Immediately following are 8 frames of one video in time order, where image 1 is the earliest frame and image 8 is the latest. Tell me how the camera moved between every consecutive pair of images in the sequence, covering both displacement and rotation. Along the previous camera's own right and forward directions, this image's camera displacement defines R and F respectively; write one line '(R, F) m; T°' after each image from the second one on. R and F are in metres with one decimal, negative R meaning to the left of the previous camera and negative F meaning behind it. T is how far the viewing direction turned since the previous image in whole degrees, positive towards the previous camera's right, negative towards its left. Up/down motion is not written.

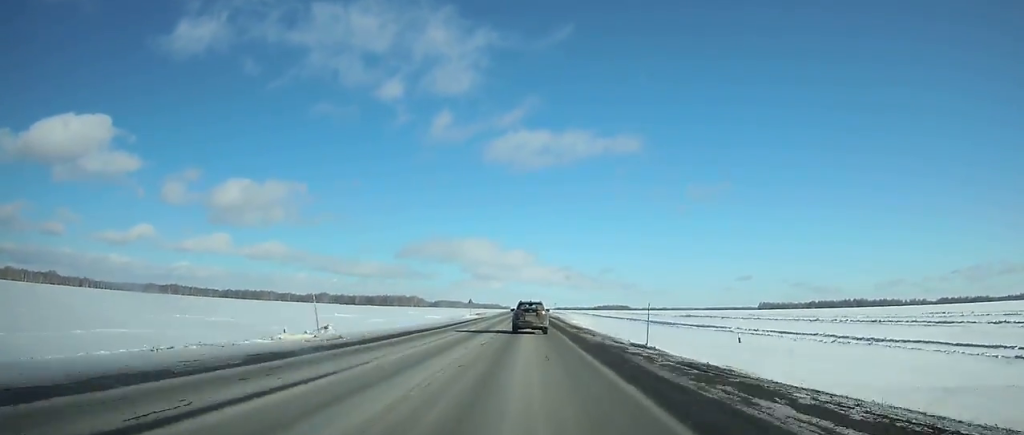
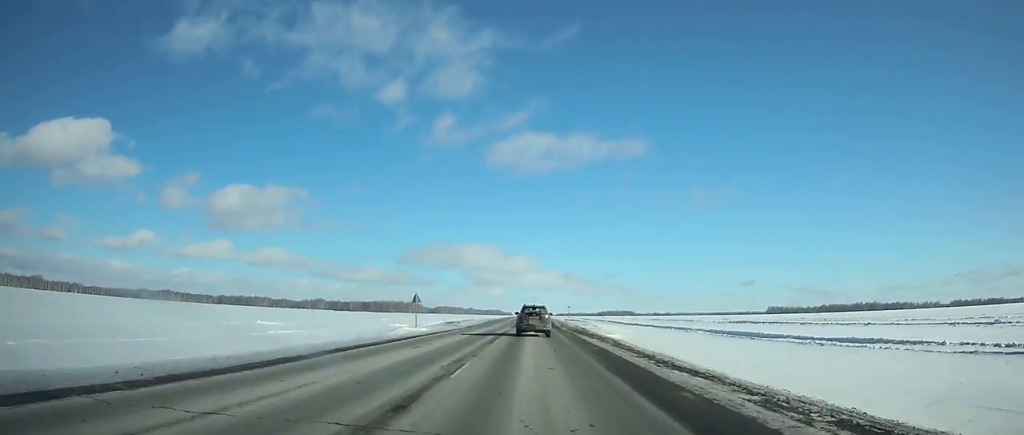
(0.0, +44.0) m; 0°
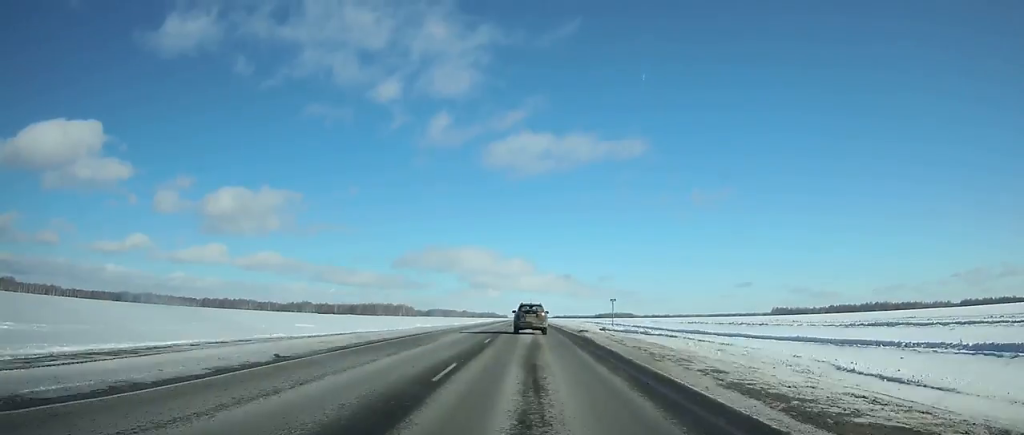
(-0.1, +58.8) m; 0°
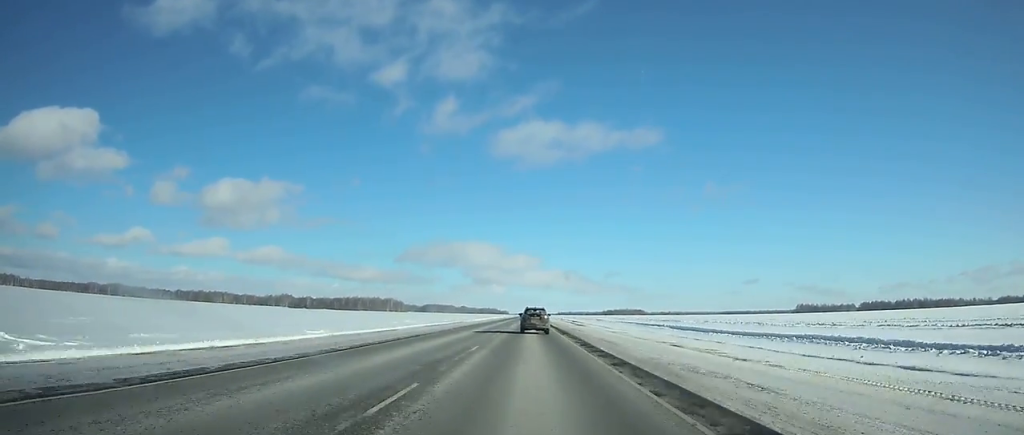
(+0.2, +135.8) m; 0°
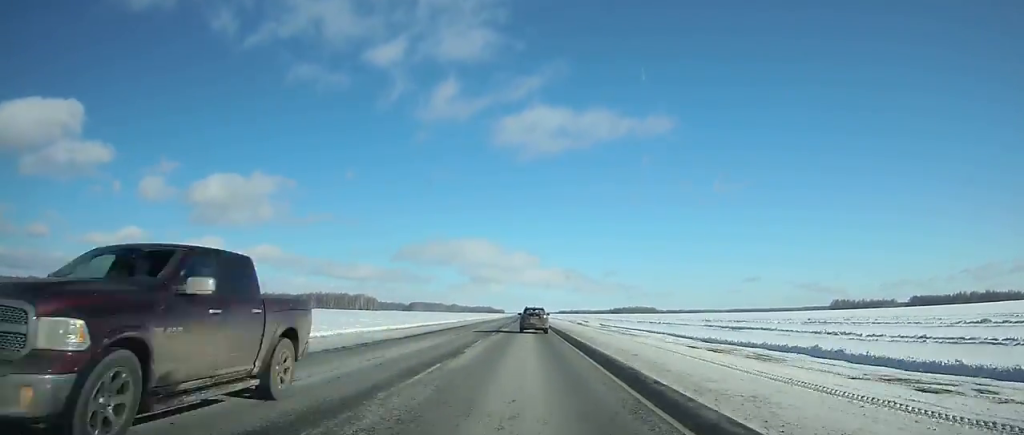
(-0.3, +194.9) m; 0°
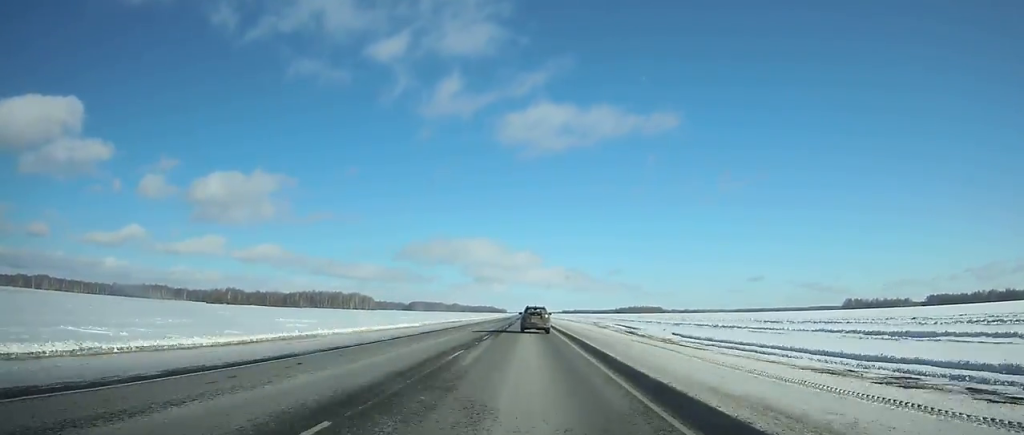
(-0.1, +44.0) m; 0°
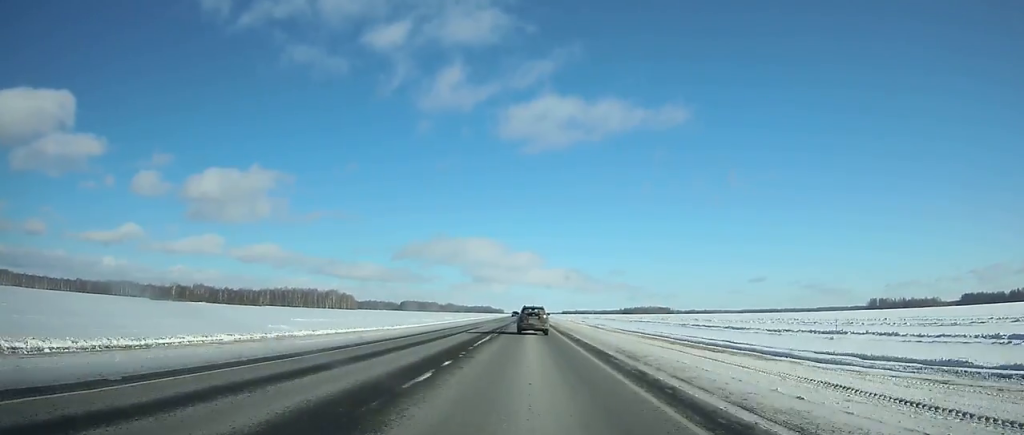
(-0.1, +102.9) m; 0°
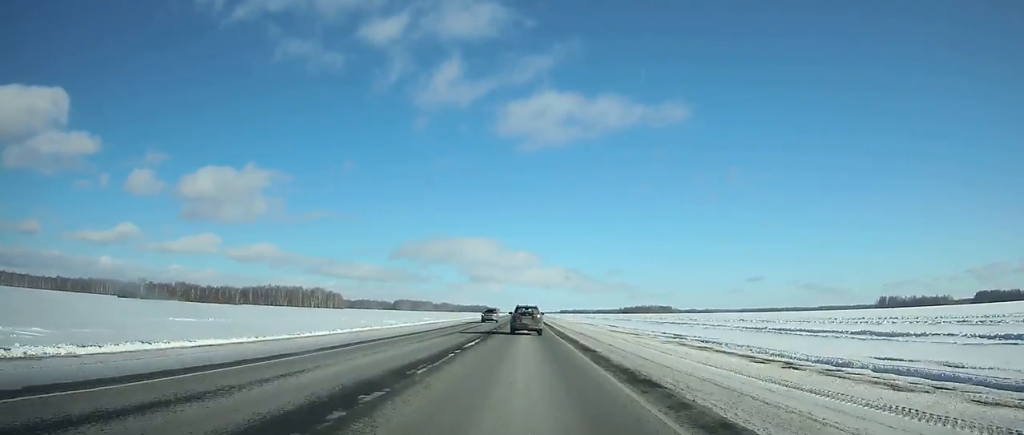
(0.0, +44.3) m; 0°
